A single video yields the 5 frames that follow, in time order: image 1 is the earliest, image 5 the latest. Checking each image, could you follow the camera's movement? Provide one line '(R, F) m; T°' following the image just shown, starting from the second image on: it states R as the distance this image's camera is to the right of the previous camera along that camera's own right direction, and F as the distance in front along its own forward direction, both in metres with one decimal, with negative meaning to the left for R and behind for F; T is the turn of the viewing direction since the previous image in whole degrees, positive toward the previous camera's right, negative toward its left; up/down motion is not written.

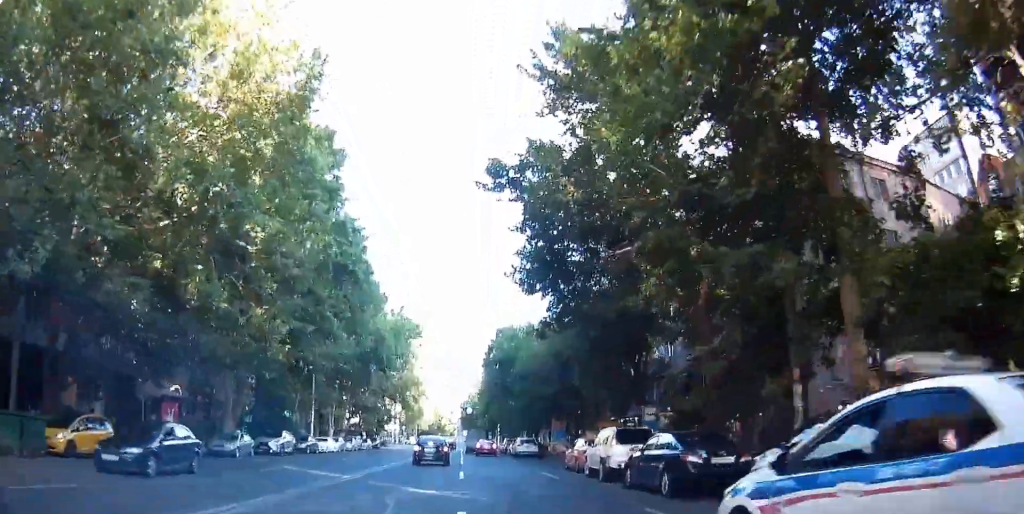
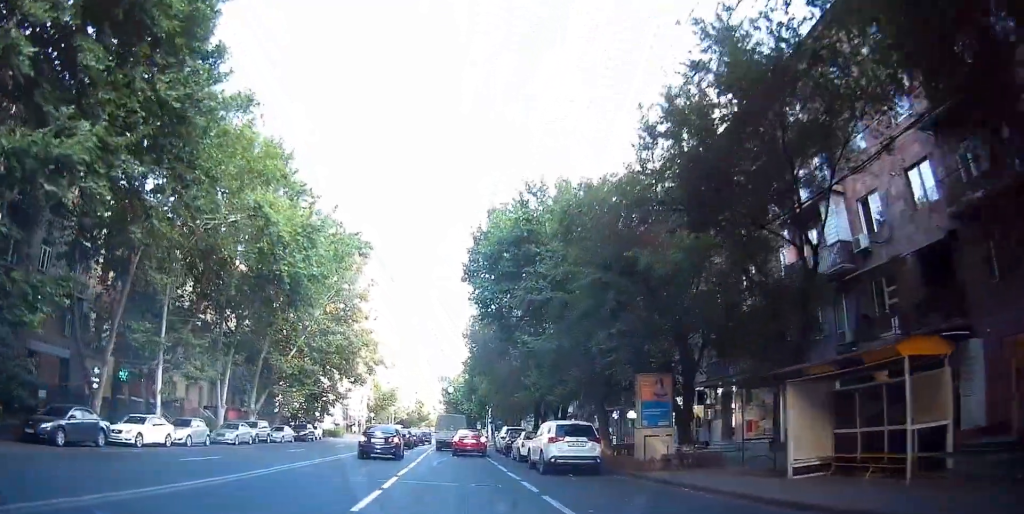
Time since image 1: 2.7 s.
(-0.3, +26.2) m; -1°
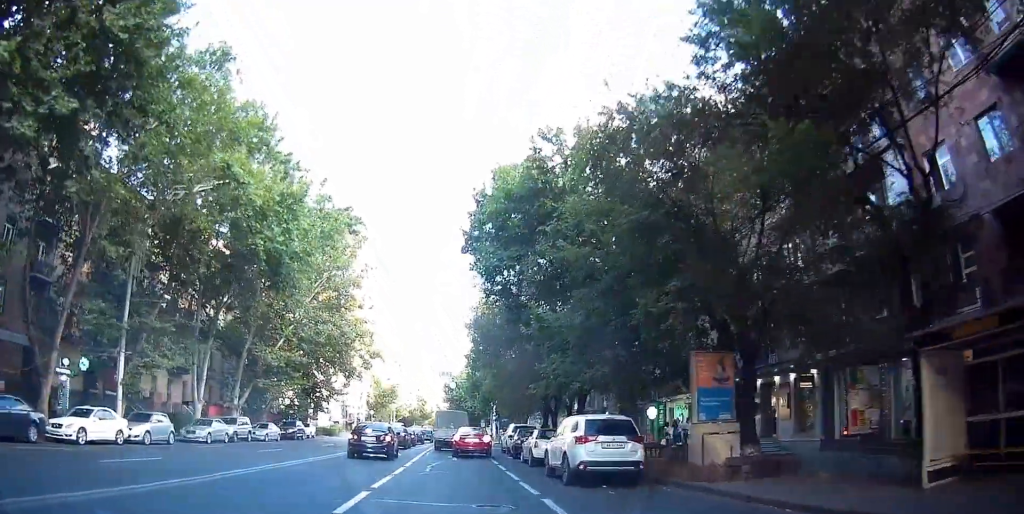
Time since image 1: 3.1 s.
(+0.2, +4.2) m; 0°
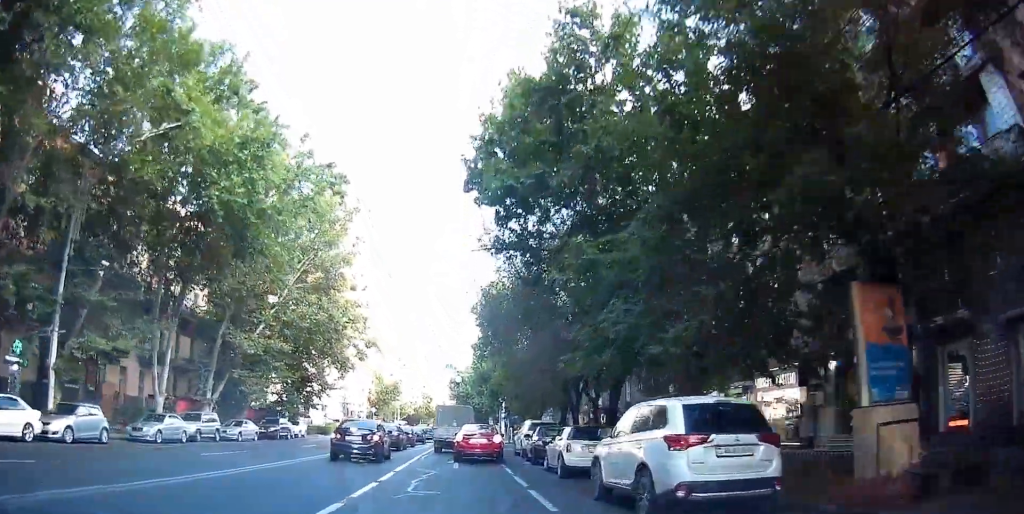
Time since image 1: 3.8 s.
(0.0, +6.0) m; 0°
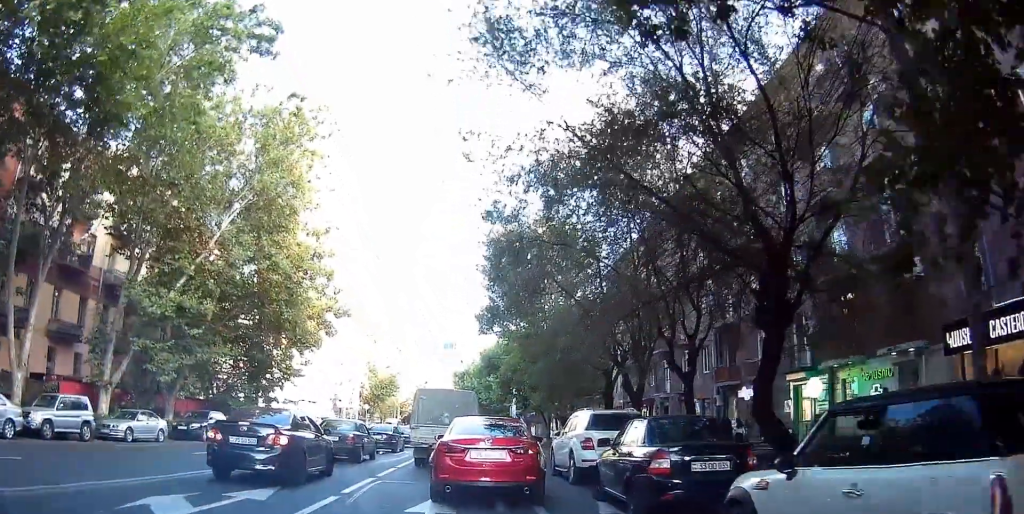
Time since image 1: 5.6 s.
(+0.3, +16.4) m; +6°
